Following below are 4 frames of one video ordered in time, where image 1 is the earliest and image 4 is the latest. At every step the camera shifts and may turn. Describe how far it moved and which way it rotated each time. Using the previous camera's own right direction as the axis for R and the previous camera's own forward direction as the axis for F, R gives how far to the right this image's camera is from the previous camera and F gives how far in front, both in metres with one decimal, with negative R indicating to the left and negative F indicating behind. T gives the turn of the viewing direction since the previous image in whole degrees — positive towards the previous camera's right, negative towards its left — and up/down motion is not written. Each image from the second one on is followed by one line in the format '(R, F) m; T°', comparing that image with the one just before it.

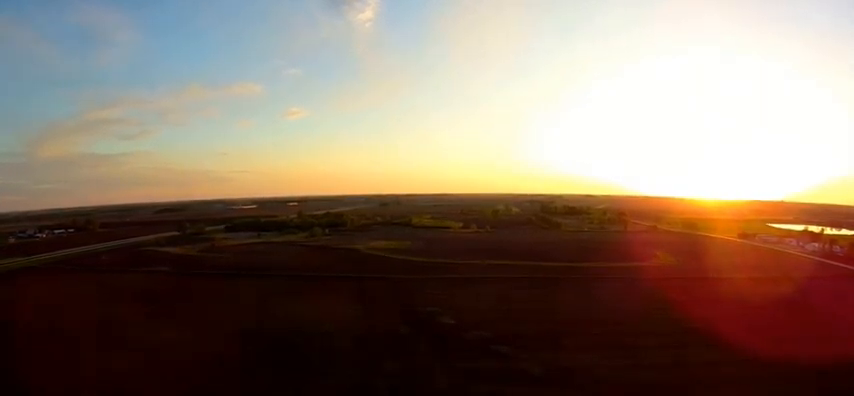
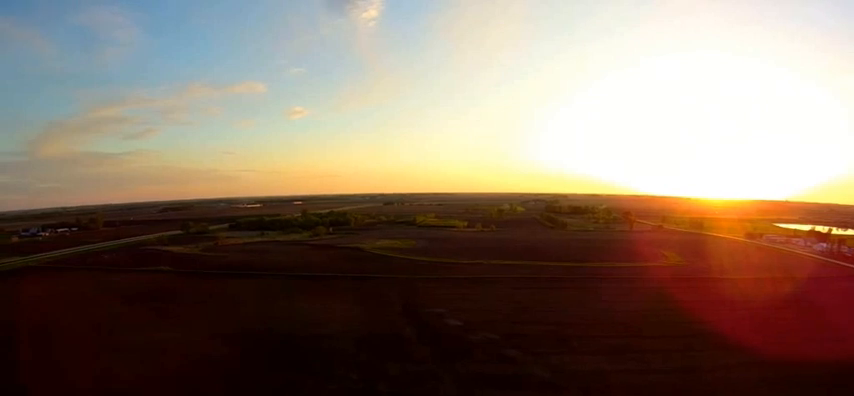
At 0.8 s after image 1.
(0.0, +5.0) m; 0°
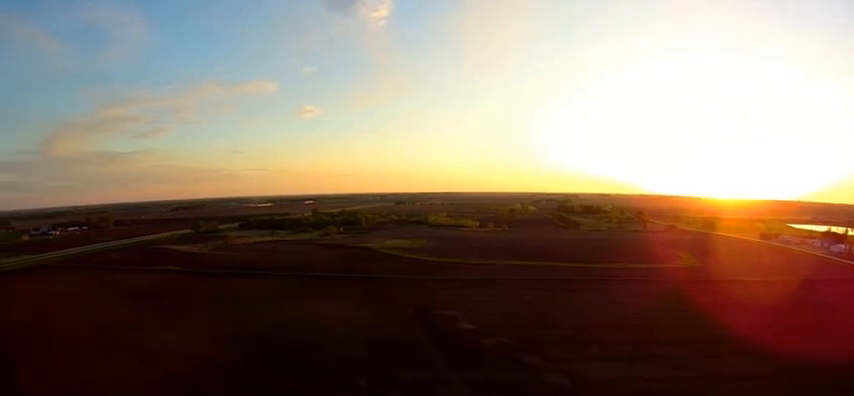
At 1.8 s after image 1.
(0.0, +6.8) m; 0°
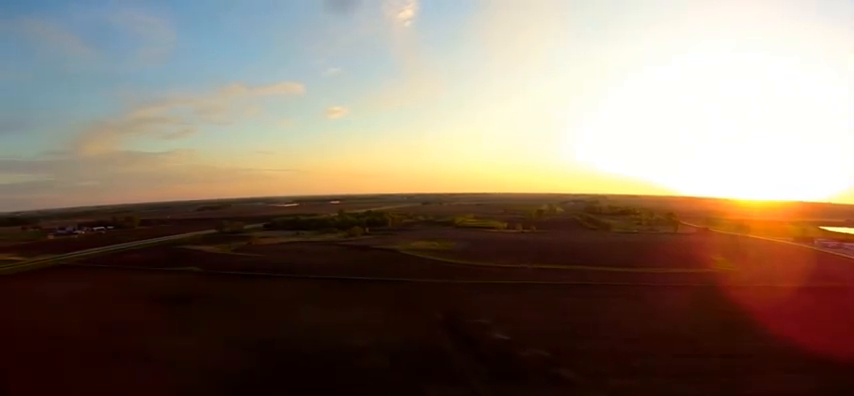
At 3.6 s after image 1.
(+0.1, +11.8) m; 0°
